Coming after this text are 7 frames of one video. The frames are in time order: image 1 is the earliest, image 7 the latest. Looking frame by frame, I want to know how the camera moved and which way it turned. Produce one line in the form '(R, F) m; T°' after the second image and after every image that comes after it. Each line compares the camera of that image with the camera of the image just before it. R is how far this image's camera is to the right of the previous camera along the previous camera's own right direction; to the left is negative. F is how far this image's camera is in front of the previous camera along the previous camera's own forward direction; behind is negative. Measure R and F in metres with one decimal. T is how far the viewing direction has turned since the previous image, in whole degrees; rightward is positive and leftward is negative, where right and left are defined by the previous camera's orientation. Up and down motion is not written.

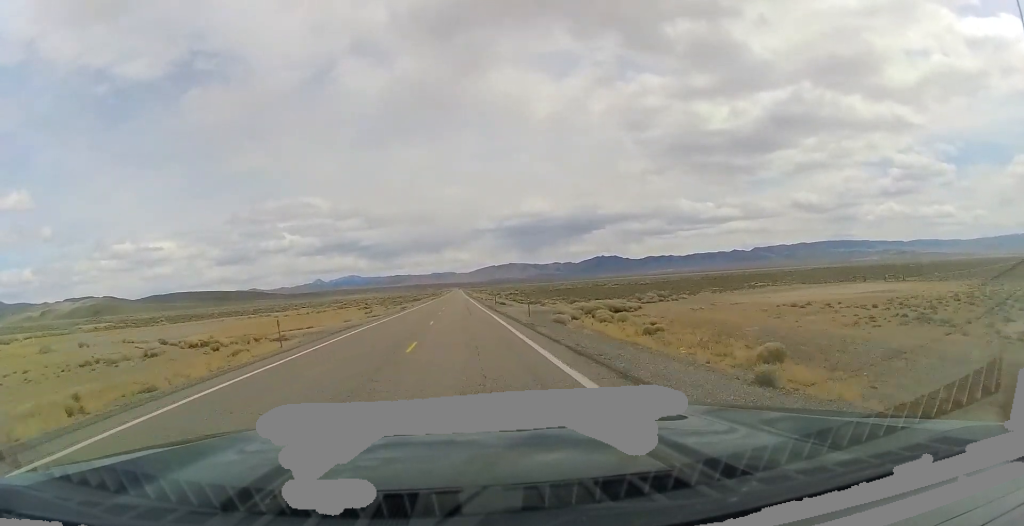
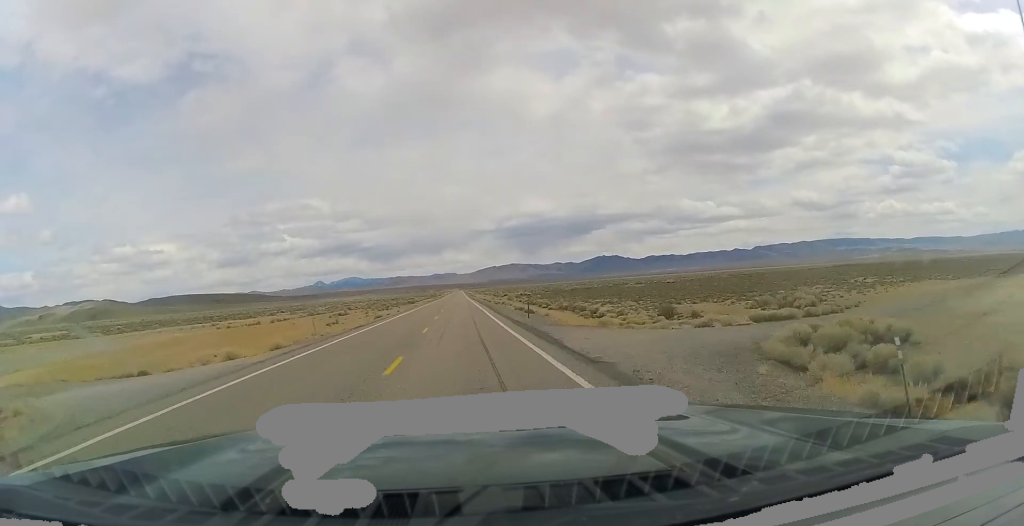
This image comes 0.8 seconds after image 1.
(0.0, +28.3) m; 0°
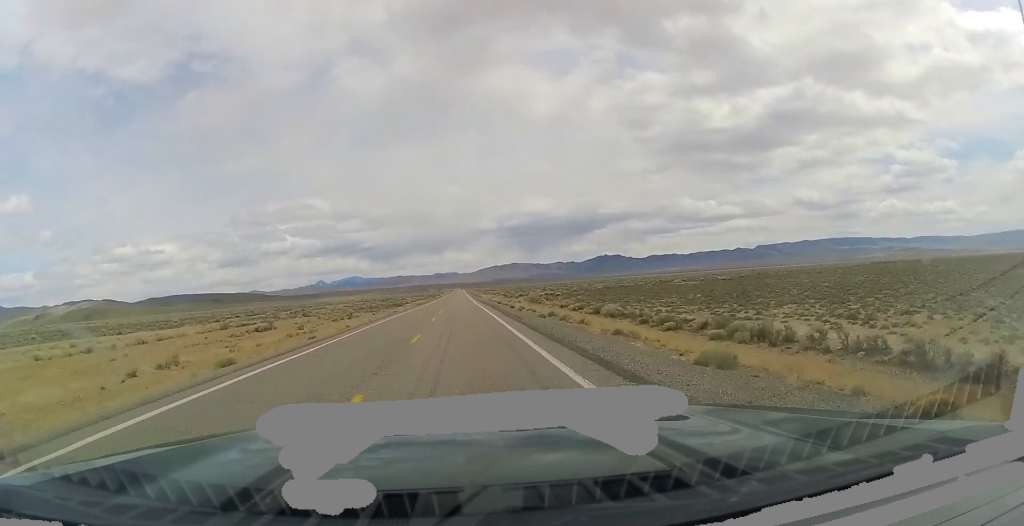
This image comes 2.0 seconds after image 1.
(0.0, +42.4) m; 0°
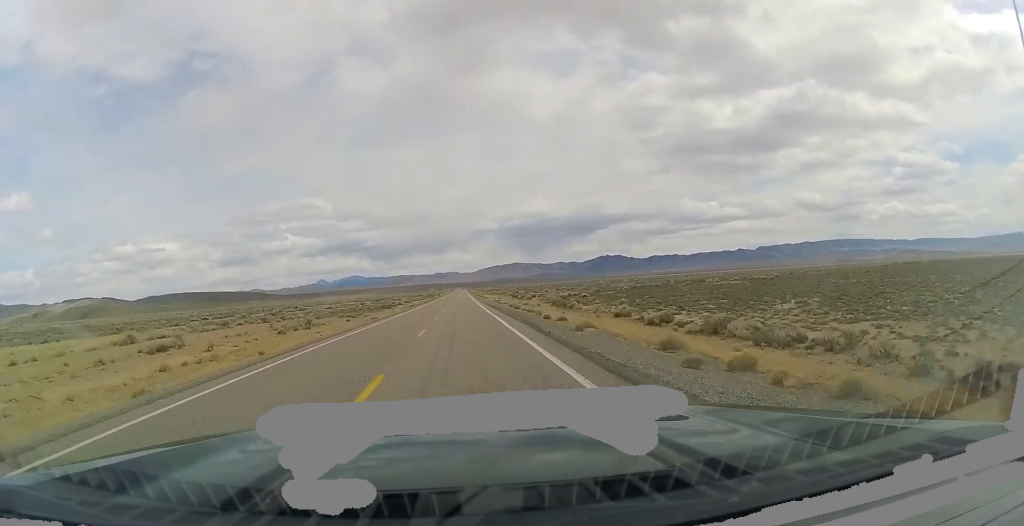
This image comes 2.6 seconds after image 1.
(0.0, +22.4) m; 0°
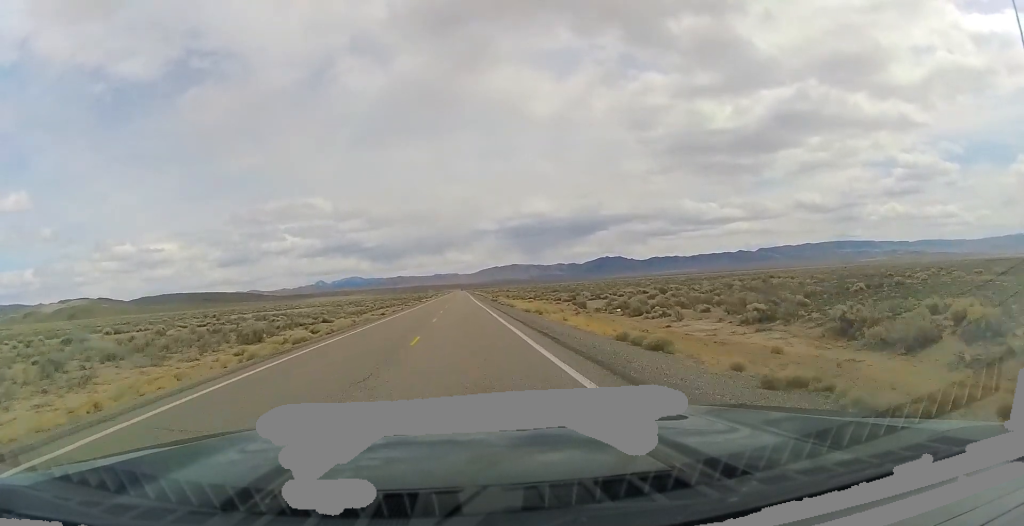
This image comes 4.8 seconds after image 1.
(+0.4, +75.8) m; +1°
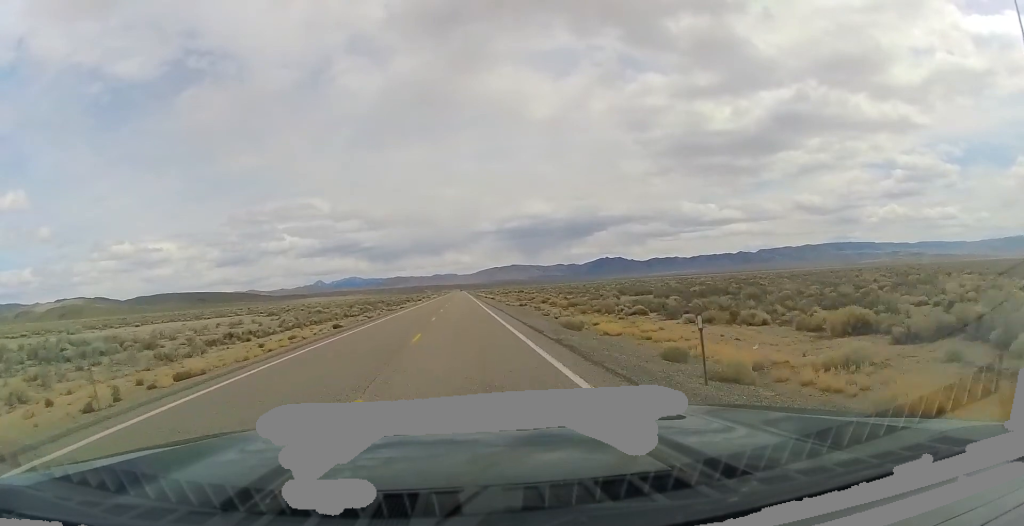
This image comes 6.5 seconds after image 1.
(-0.3, +60.6) m; -1°
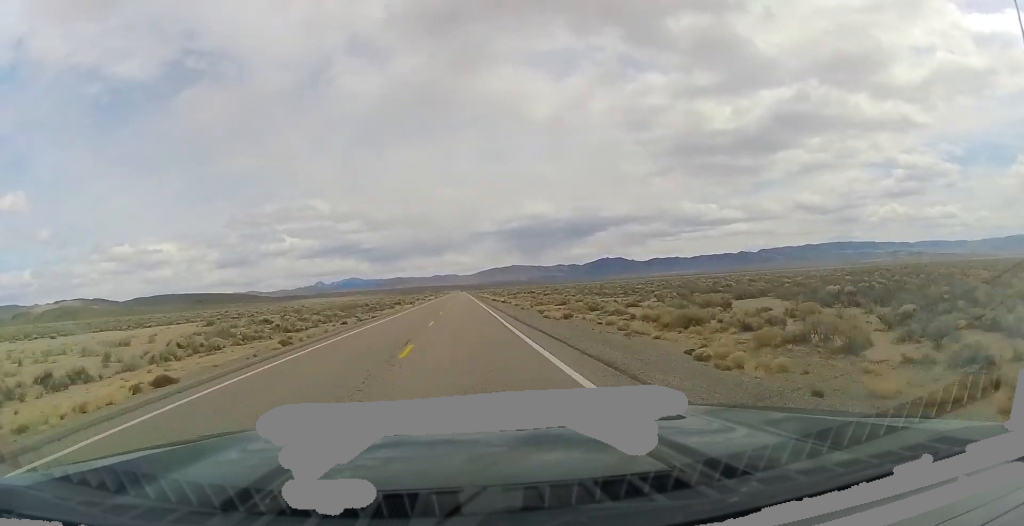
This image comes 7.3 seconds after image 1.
(0.0, +28.5) m; 0°
